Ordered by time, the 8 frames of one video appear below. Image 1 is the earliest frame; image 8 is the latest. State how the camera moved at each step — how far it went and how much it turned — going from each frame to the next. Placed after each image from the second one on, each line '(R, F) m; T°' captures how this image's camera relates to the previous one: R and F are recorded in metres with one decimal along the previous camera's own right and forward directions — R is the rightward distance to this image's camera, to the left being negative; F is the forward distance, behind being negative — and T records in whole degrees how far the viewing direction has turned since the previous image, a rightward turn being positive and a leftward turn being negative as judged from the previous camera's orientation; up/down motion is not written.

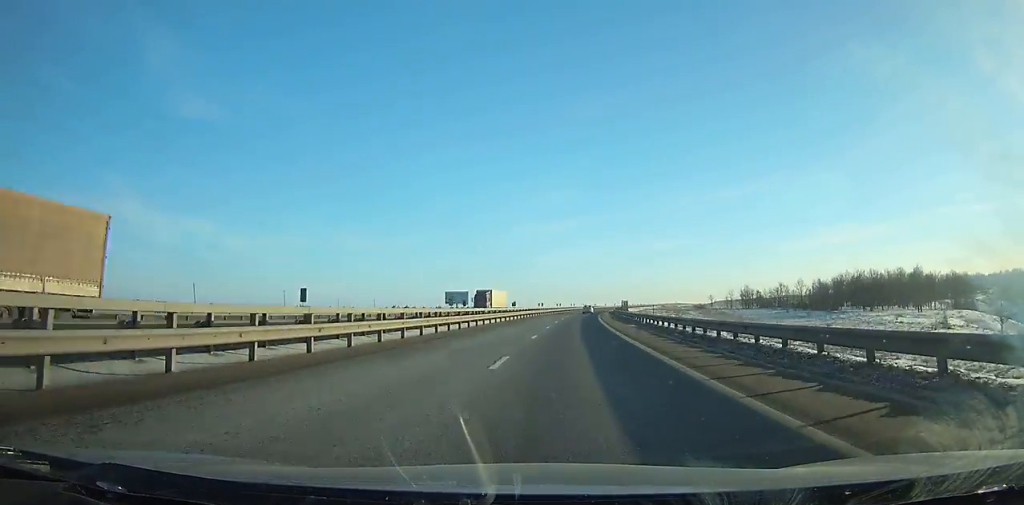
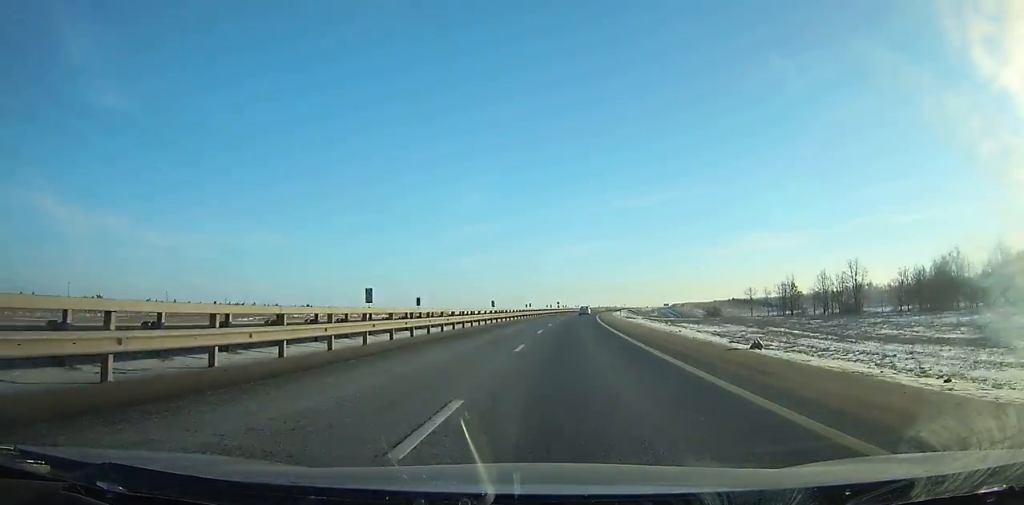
(+11.6, +162.1) m; +8°
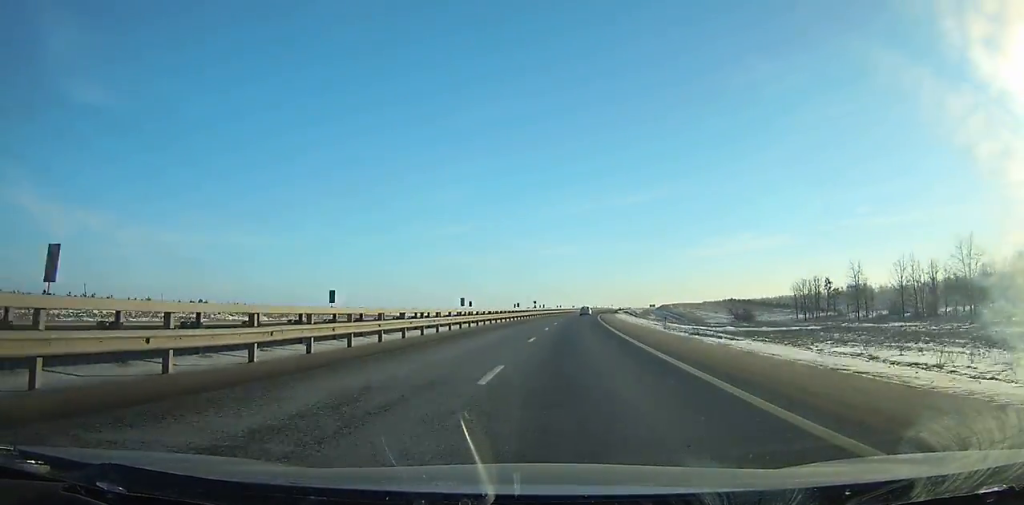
(+0.5, +43.0) m; +2°
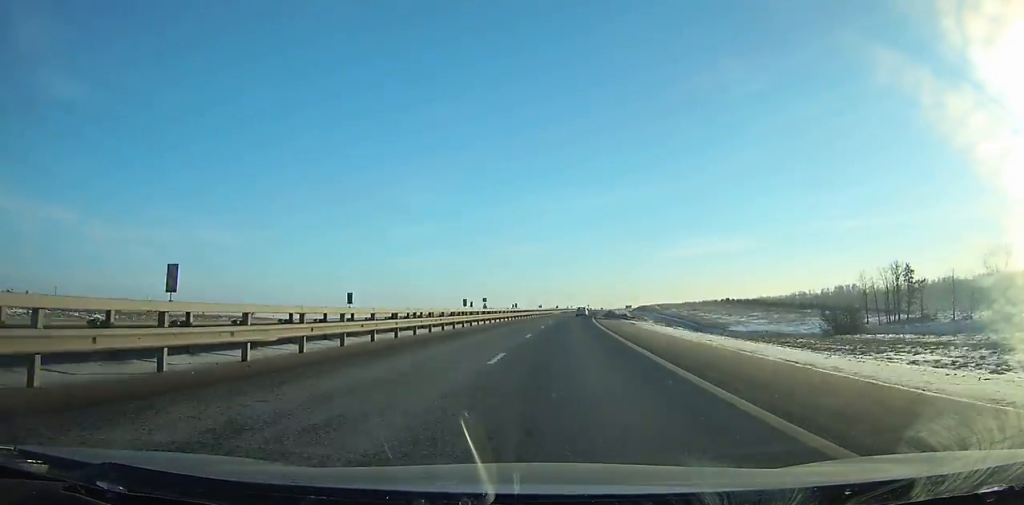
(+1.7, +56.1) m; +2°
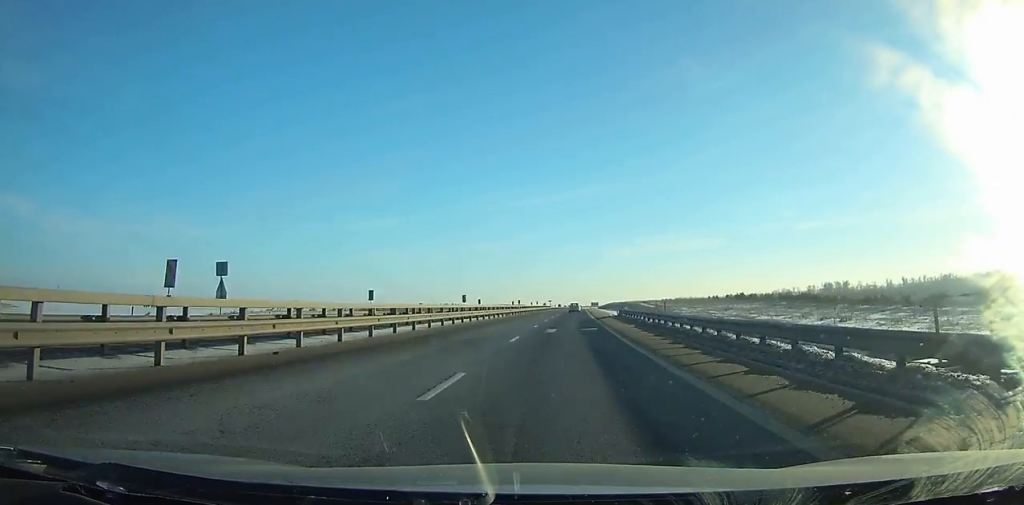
(+3.1, +88.6) m; +3°
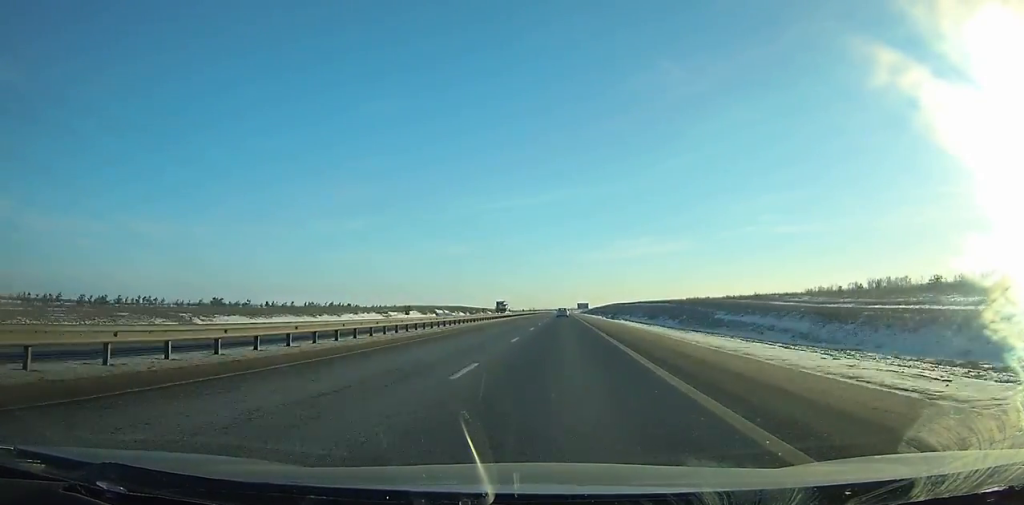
(+4.8, +166.6) m; +2°
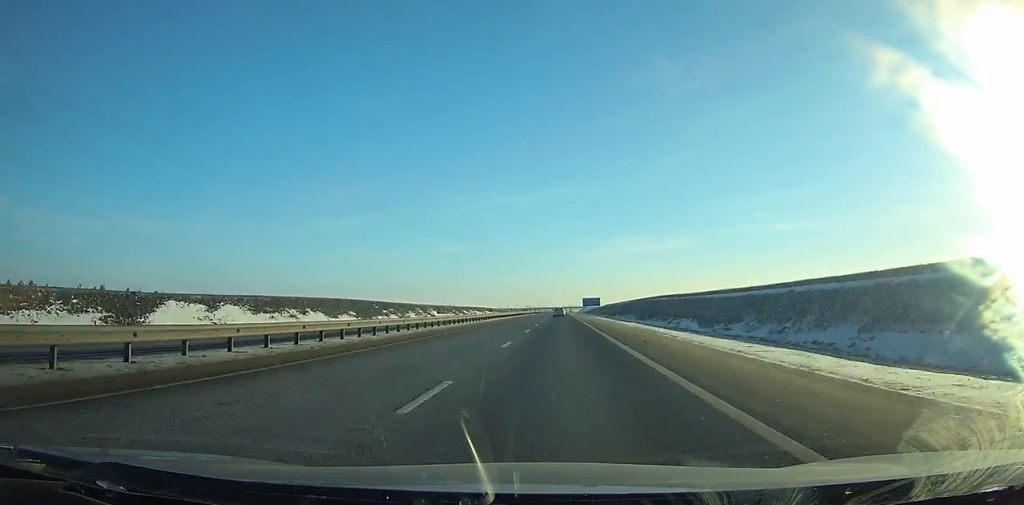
(+0.1, +111.1) m; 0°
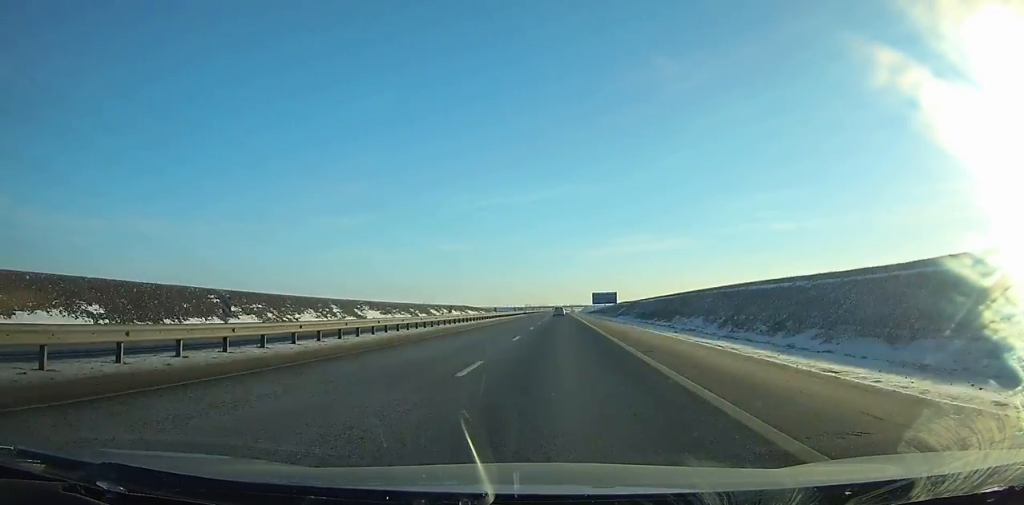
(0.0, +55.7) m; 0°
